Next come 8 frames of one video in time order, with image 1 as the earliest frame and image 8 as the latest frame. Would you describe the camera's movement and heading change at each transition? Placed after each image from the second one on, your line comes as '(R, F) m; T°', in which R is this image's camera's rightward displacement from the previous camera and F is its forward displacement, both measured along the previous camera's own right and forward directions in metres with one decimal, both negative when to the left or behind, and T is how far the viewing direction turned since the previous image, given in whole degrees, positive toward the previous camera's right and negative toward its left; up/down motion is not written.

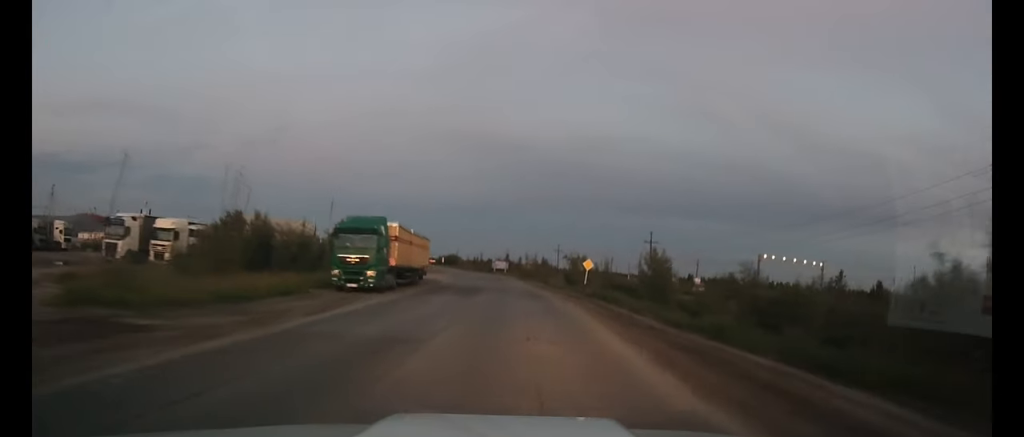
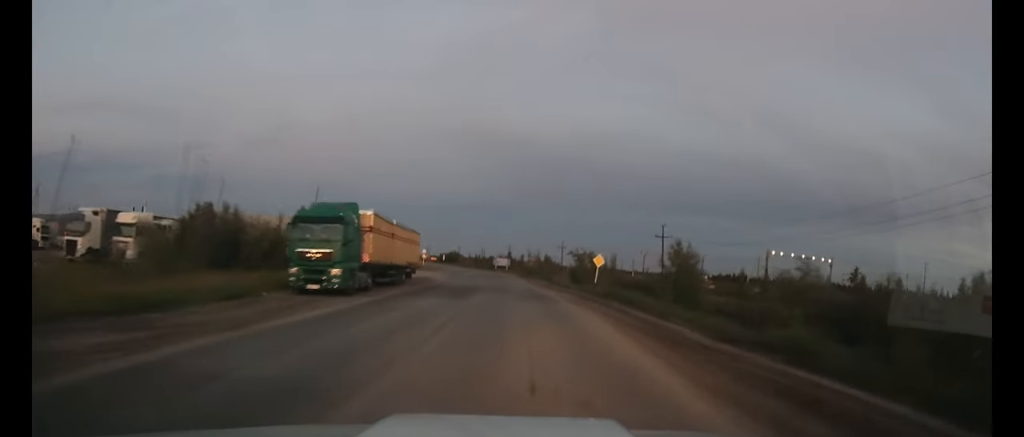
(0.0, +5.3) m; 0°
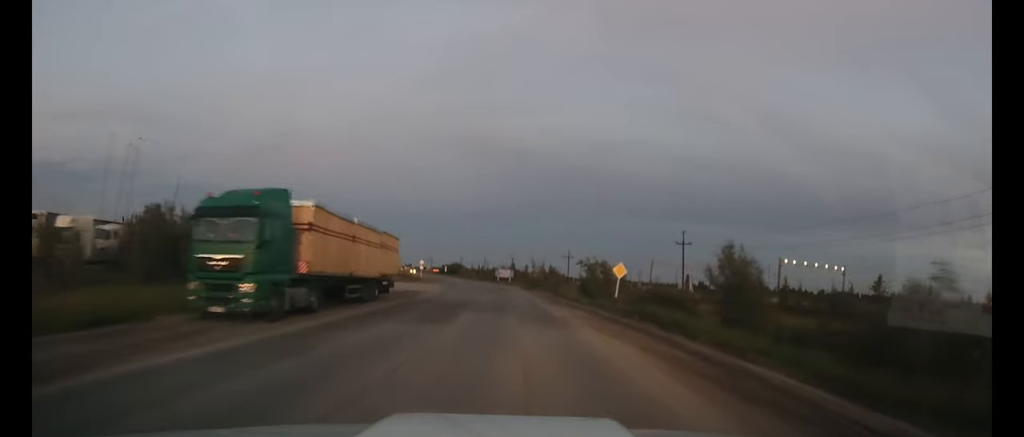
(0.0, +7.5) m; 0°
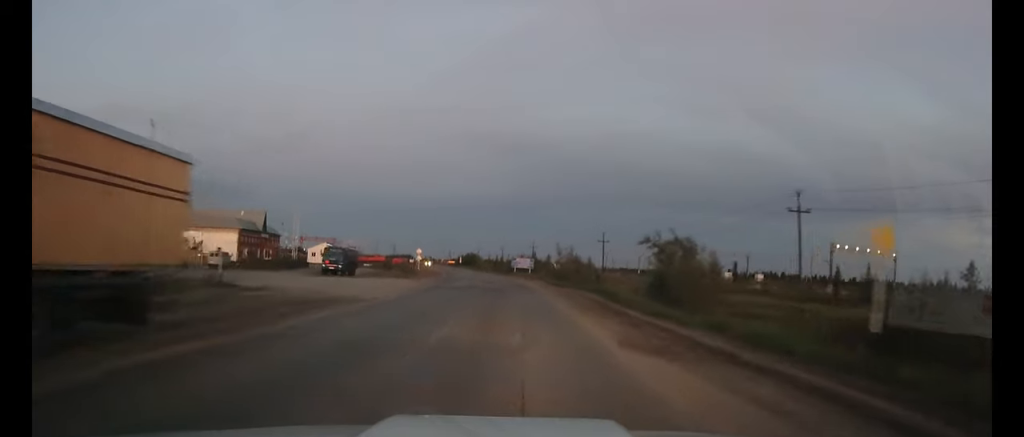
(-0.3, +23.3) m; -2°
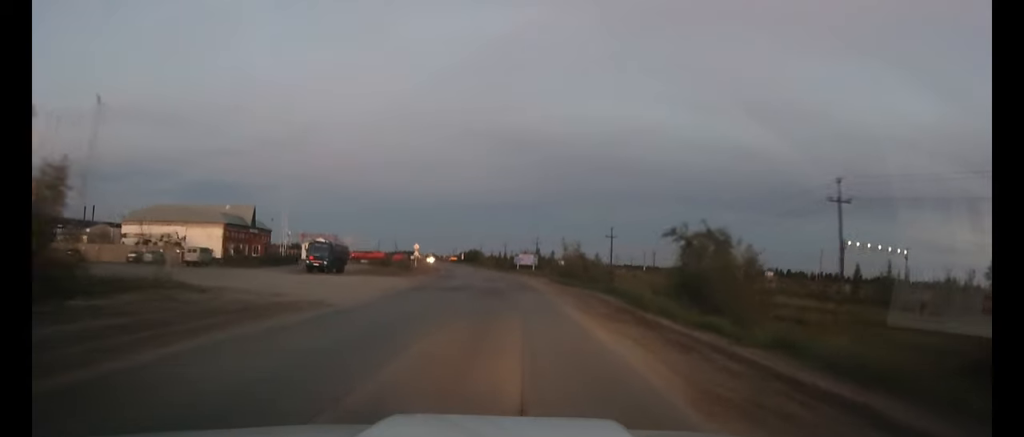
(0.0, +5.3) m; -1°
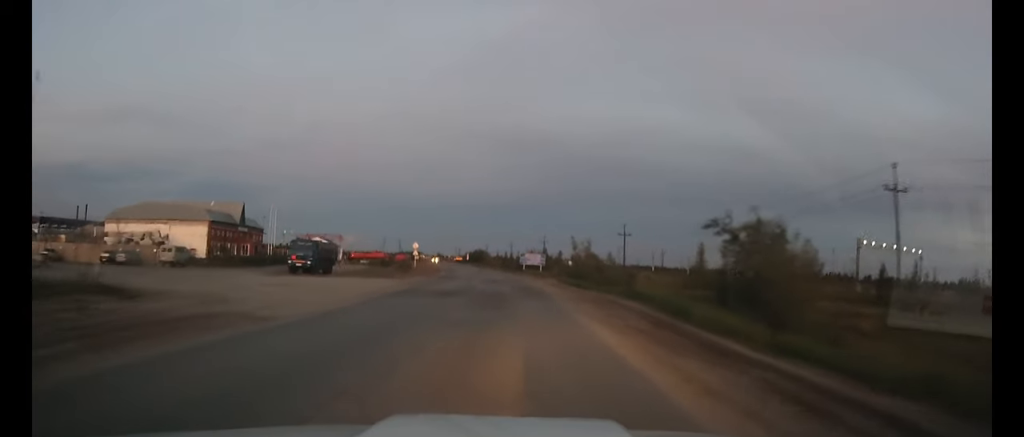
(0.0, +5.7) m; -1°
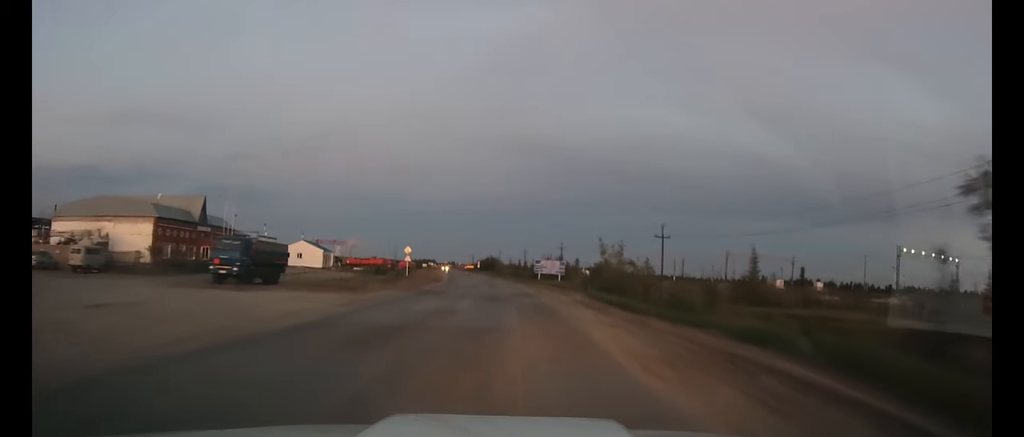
(-0.2, +15.3) m; -1°
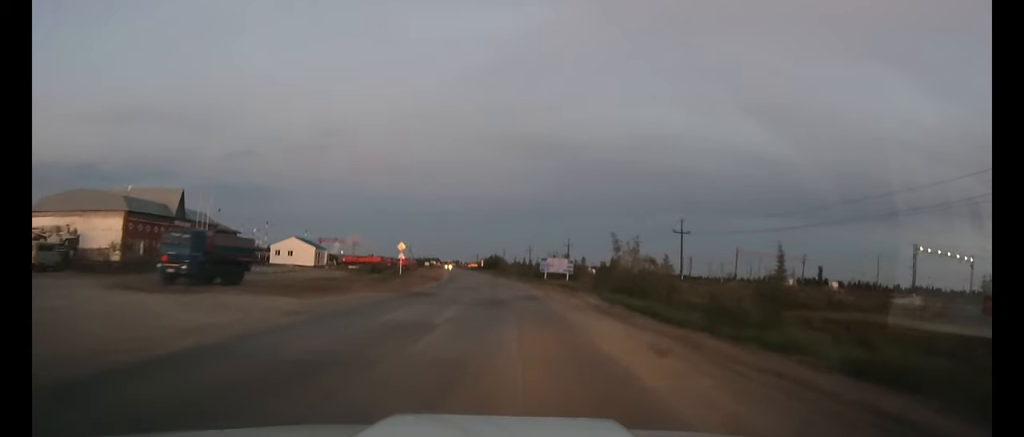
(0.0, +6.5) m; -1°
